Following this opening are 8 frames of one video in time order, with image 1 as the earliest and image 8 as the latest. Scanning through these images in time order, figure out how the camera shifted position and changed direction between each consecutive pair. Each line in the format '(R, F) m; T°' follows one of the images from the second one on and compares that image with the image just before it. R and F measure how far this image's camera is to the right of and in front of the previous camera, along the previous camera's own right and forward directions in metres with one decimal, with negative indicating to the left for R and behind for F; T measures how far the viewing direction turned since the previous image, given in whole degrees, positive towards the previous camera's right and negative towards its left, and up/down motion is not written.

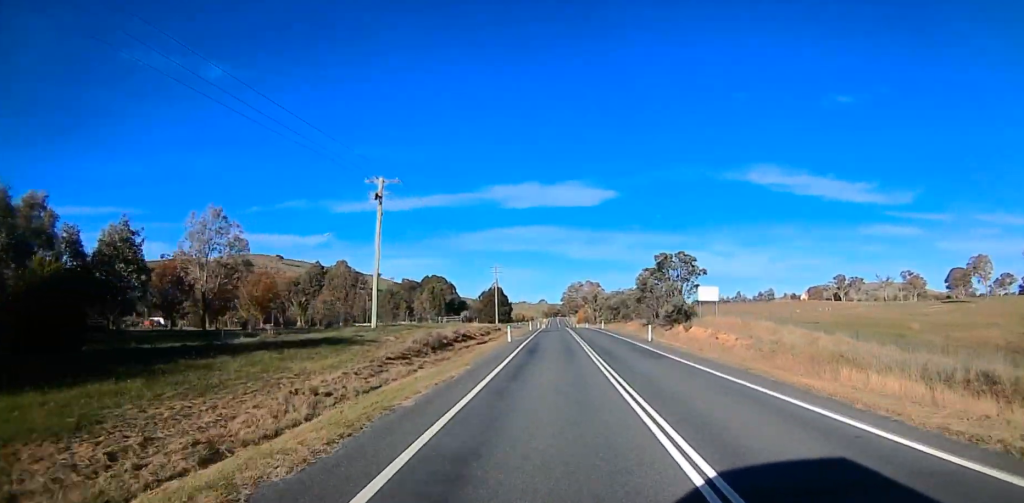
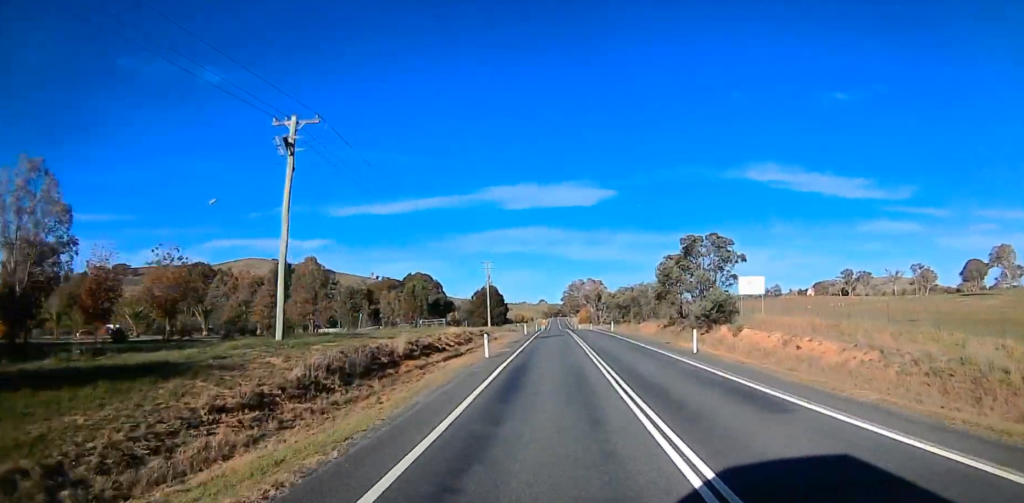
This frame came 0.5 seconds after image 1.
(0.0, +13.4) m; 0°
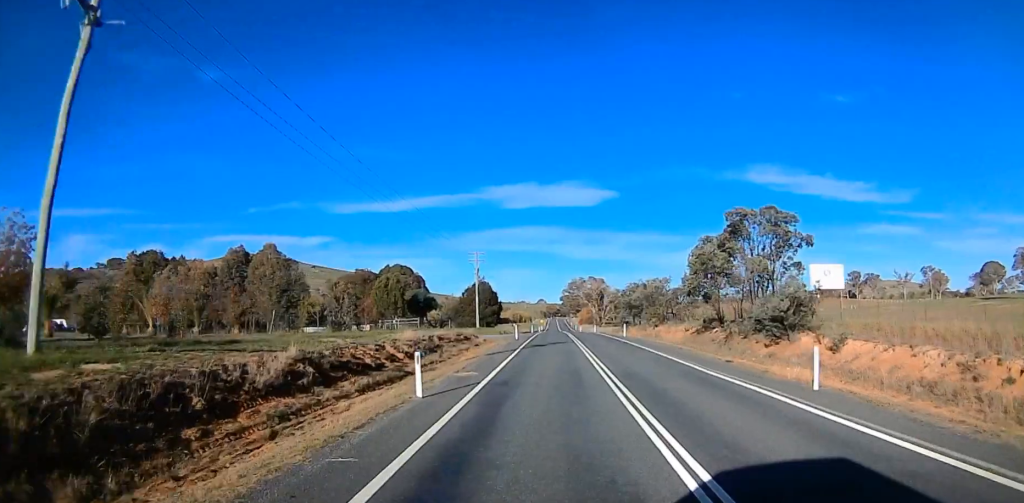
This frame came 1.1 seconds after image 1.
(0.0, +13.4) m; 0°
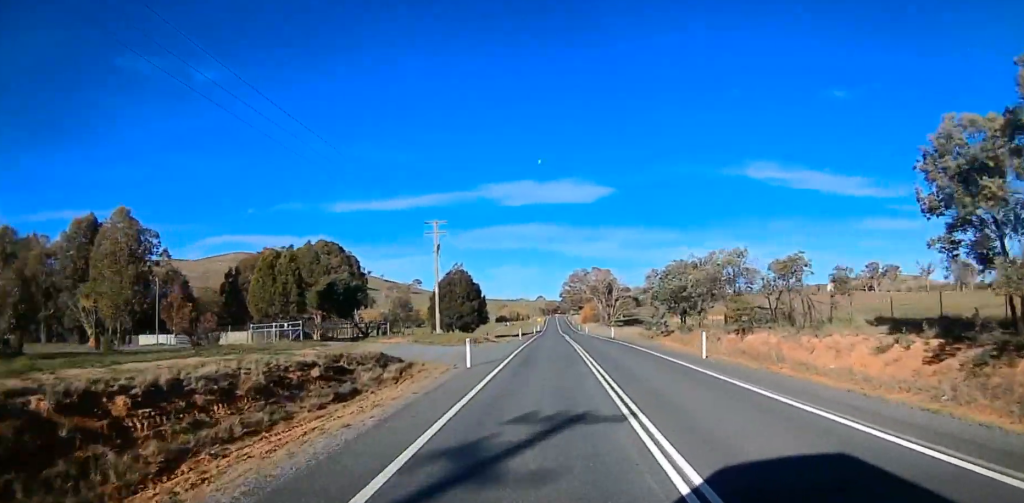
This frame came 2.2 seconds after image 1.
(0.0, +29.7) m; 0°
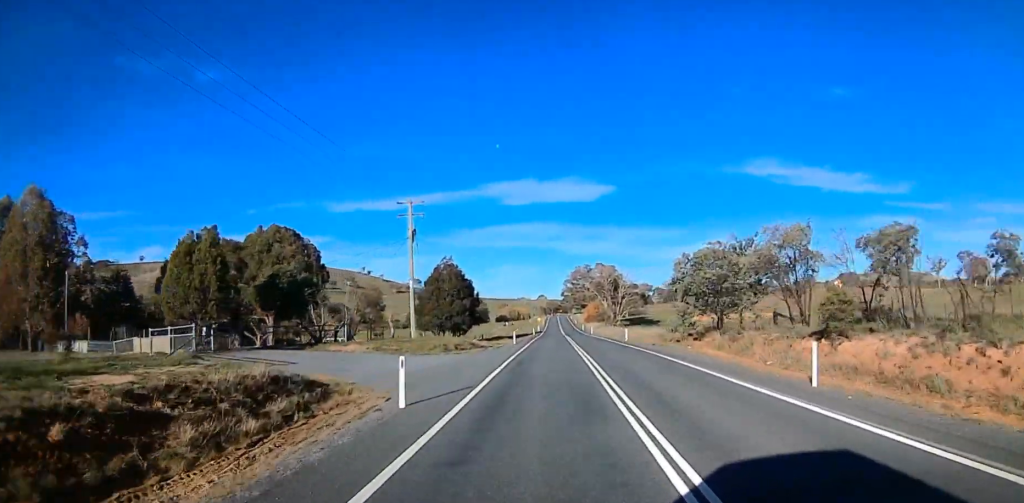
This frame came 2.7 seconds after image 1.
(0.0, +11.1) m; 0°
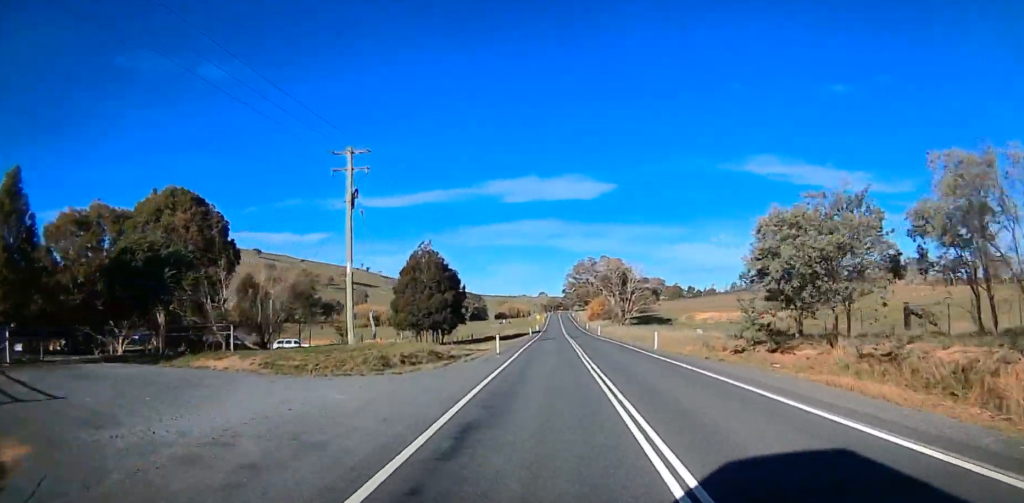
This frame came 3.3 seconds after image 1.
(0.0, +15.6) m; 0°
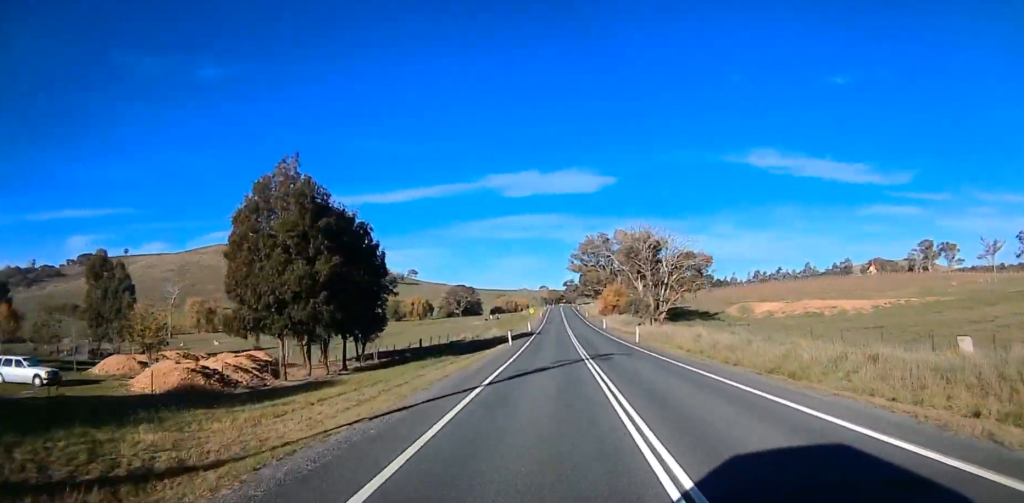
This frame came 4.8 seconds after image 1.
(0.0, +40.6) m; 0°
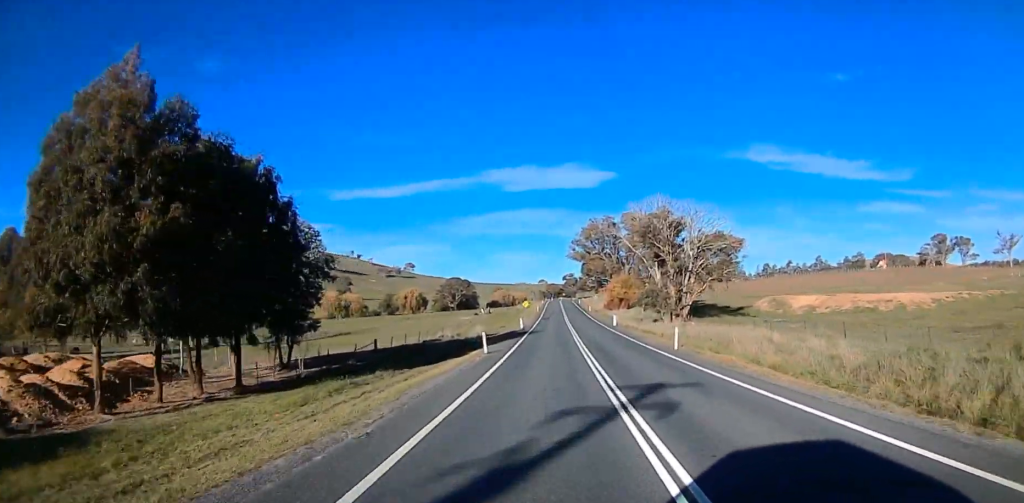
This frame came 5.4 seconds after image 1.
(0.0, +16.3) m; 0°
